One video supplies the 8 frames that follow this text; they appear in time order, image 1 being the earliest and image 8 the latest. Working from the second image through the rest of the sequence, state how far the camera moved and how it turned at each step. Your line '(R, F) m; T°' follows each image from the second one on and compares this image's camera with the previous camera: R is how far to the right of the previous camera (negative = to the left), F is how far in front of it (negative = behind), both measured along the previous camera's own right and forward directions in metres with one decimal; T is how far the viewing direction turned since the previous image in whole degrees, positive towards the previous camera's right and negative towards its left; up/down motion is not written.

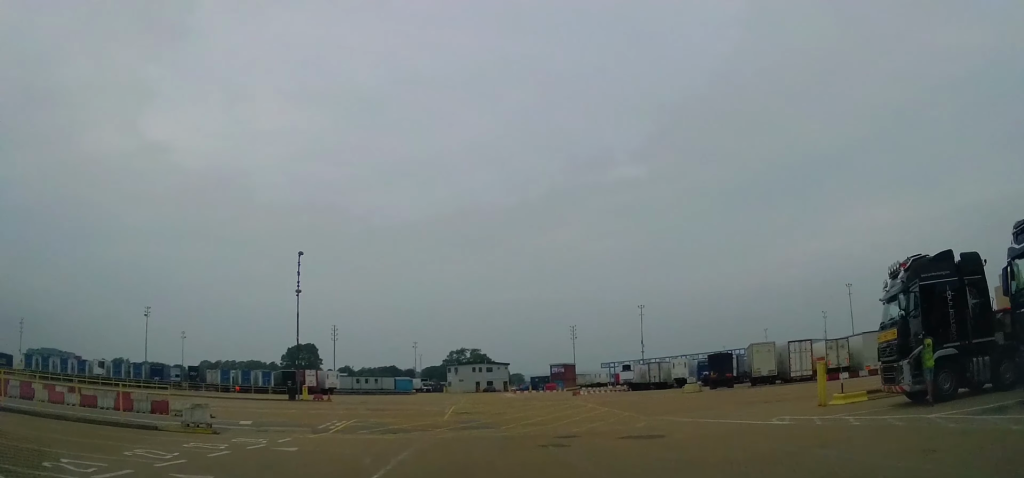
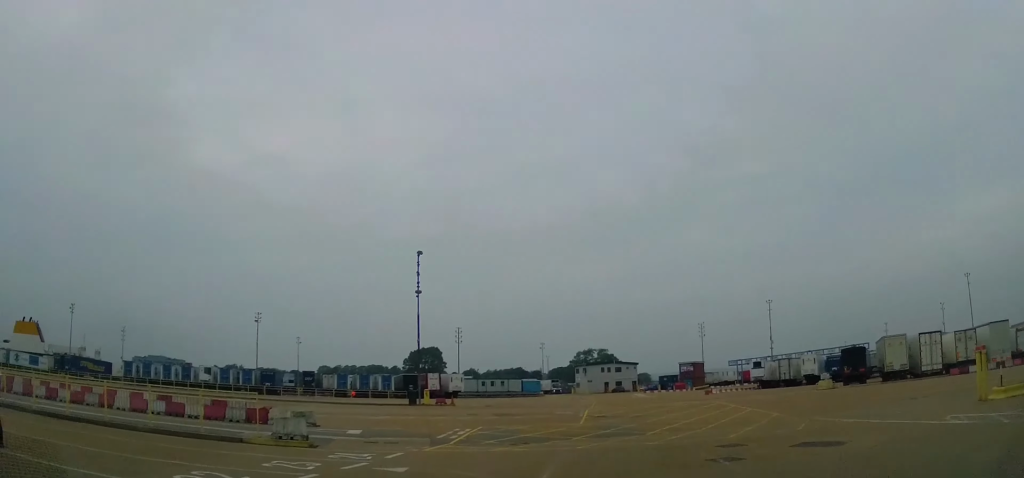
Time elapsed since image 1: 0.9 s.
(-0.2, +2.7) m; -18°
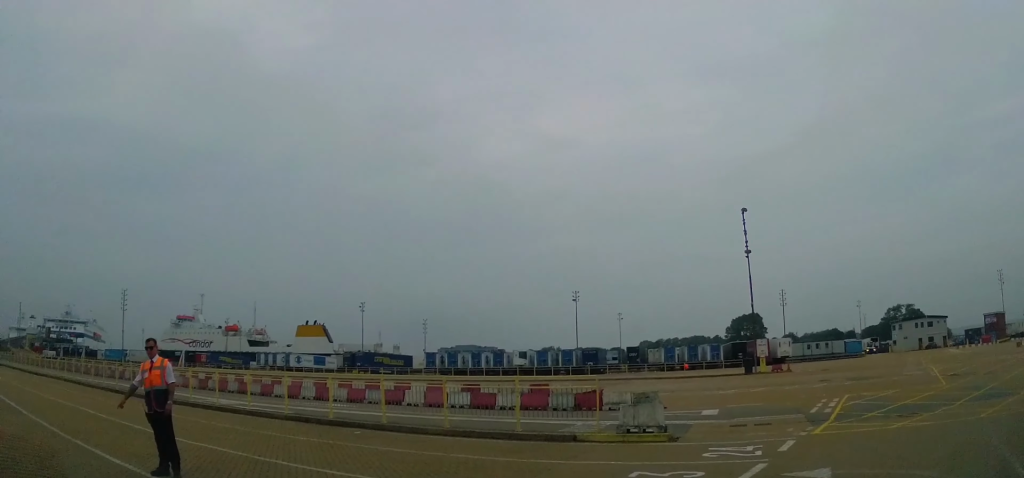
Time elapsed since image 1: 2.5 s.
(-1.7, +3.2) m; -49°
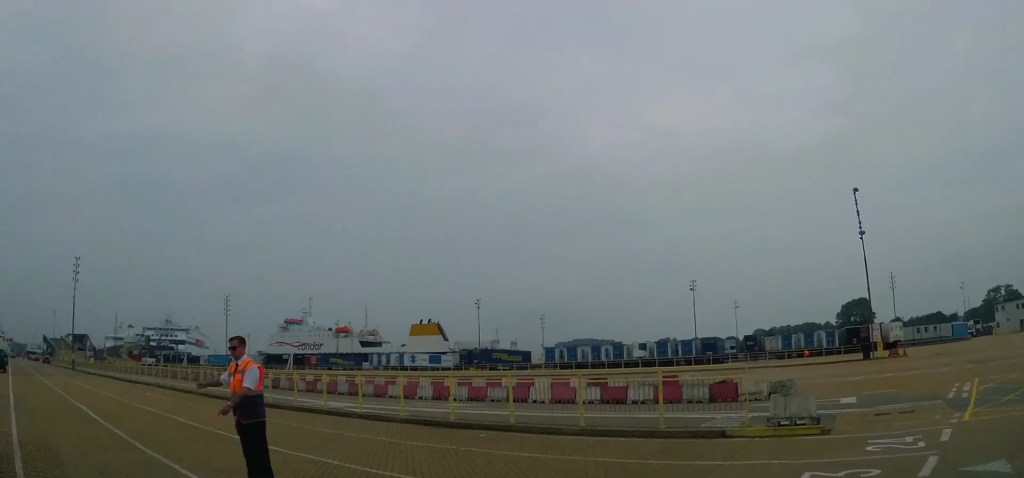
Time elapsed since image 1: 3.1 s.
(0.0, +1.2) m; -2°
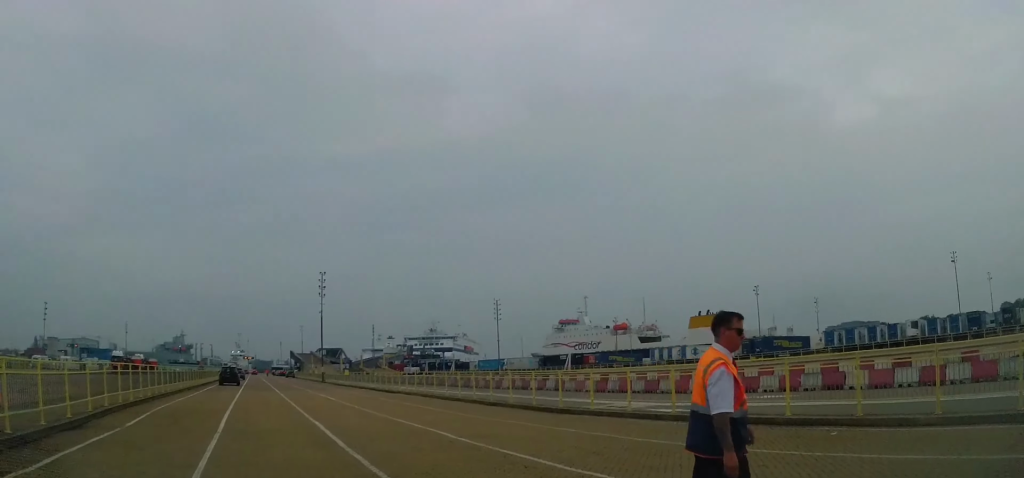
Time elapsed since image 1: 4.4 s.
(-0.1, +2.7) m; -27°
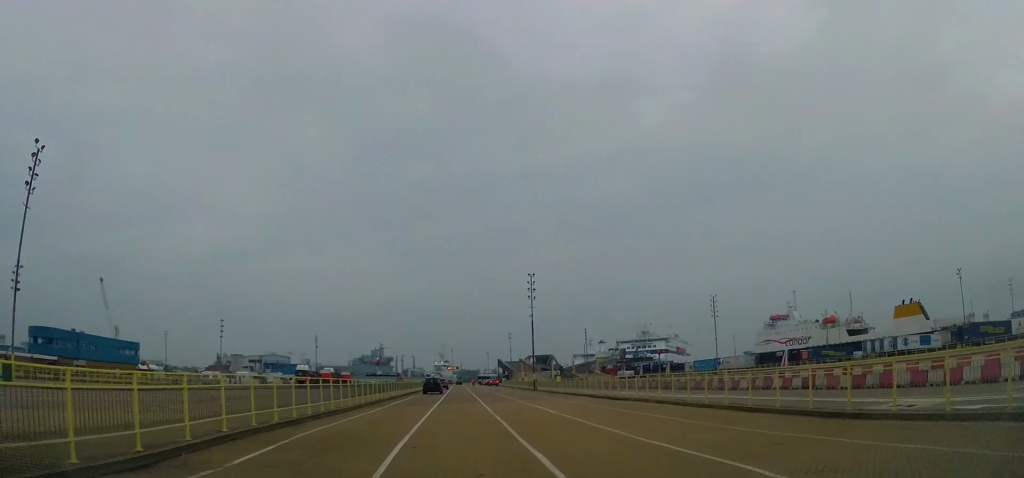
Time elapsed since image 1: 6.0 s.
(-1.2, +4.9) m; -10°
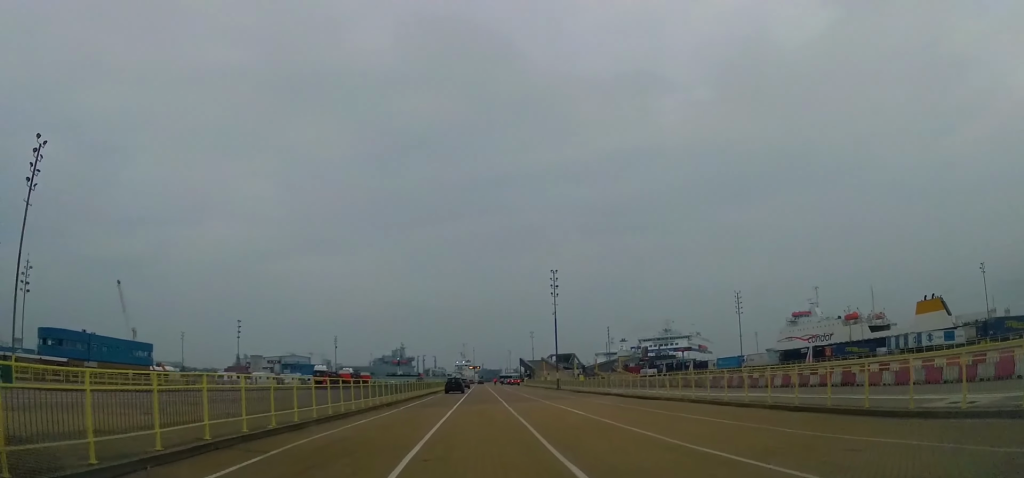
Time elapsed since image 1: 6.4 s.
(0.0, +1.6) m; +1°
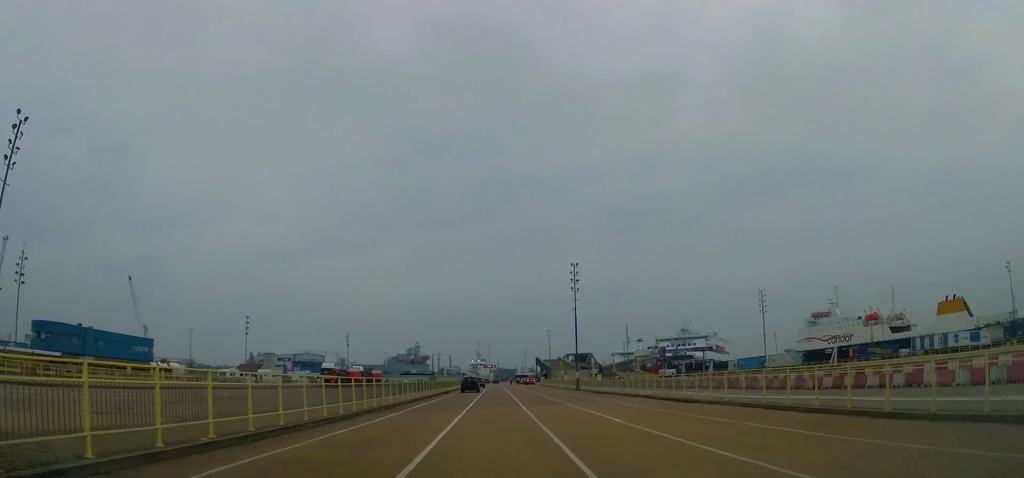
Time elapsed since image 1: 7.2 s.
(0.0, +4.0) m; -2°
